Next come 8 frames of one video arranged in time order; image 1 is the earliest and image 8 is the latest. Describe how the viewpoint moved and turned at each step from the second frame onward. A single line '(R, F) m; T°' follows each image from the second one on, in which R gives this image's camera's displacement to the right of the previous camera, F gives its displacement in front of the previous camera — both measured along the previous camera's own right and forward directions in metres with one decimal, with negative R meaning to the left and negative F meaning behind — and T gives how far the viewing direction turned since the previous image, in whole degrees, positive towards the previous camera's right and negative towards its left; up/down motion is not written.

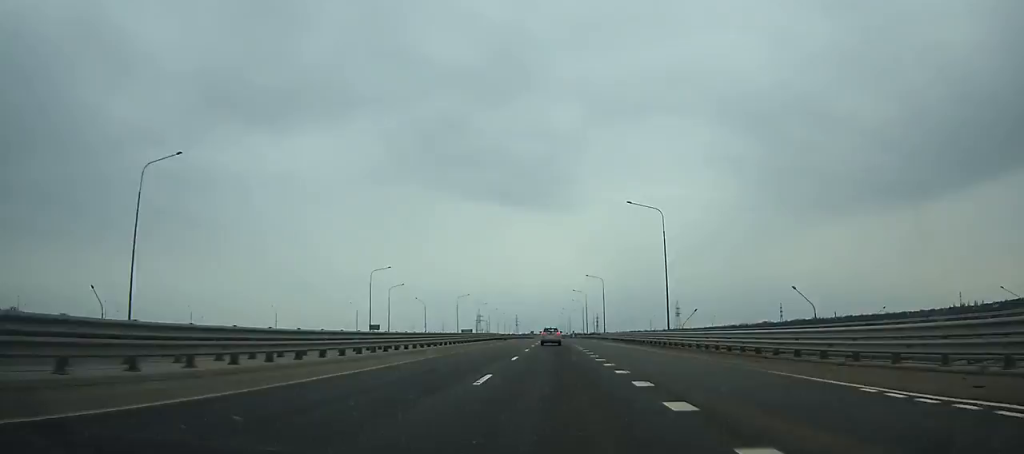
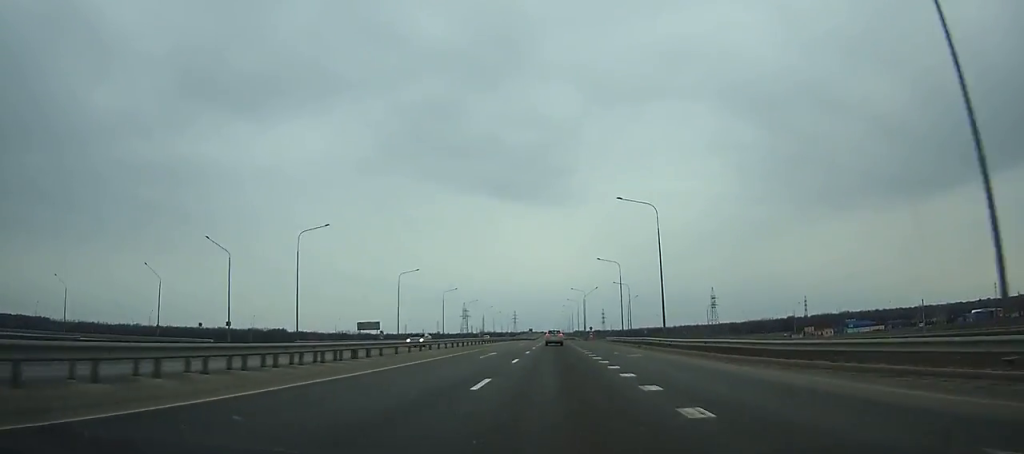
(-0.4, +99.0) m; 0°
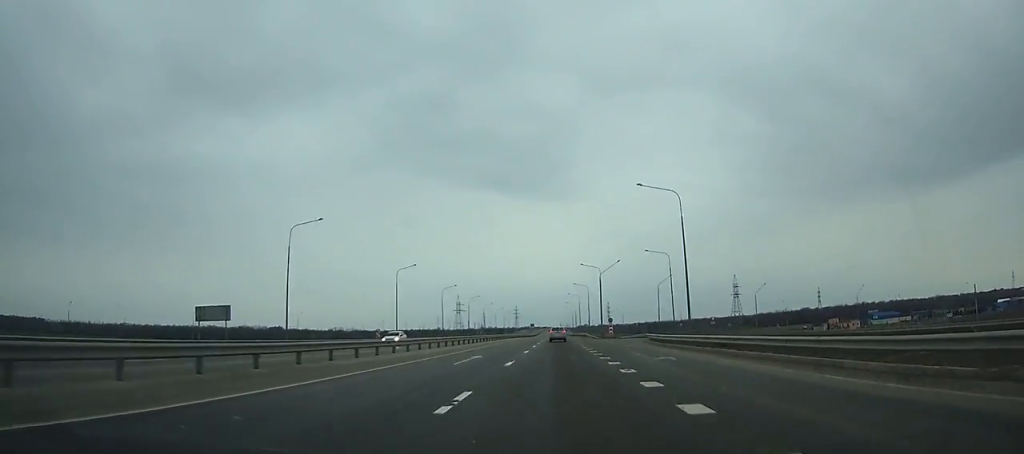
(-0.1, +40.0) m; 0°
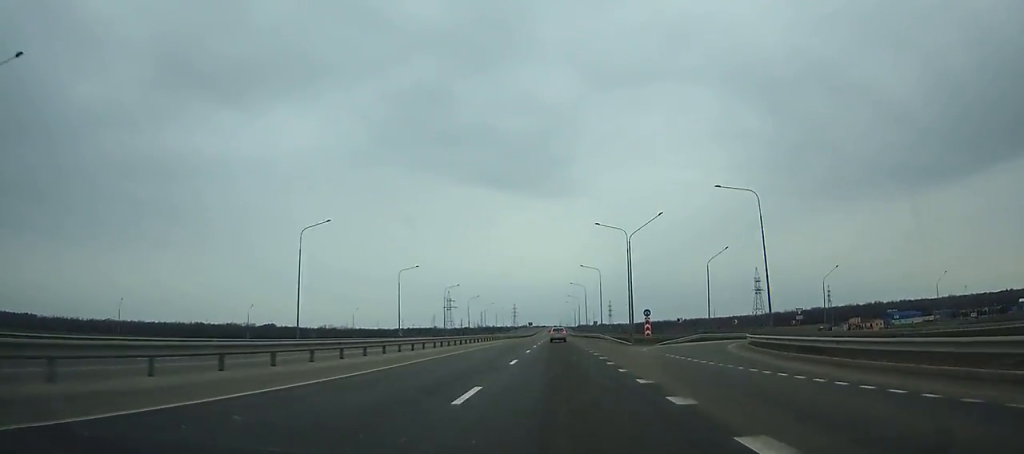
(+0.1, +35.4) m; 0°
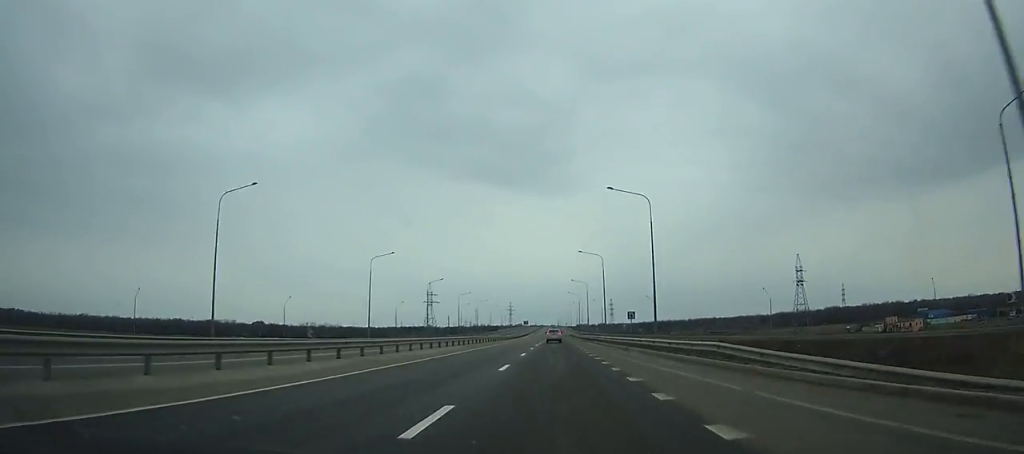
(+0.1, +50.7) m; 0°
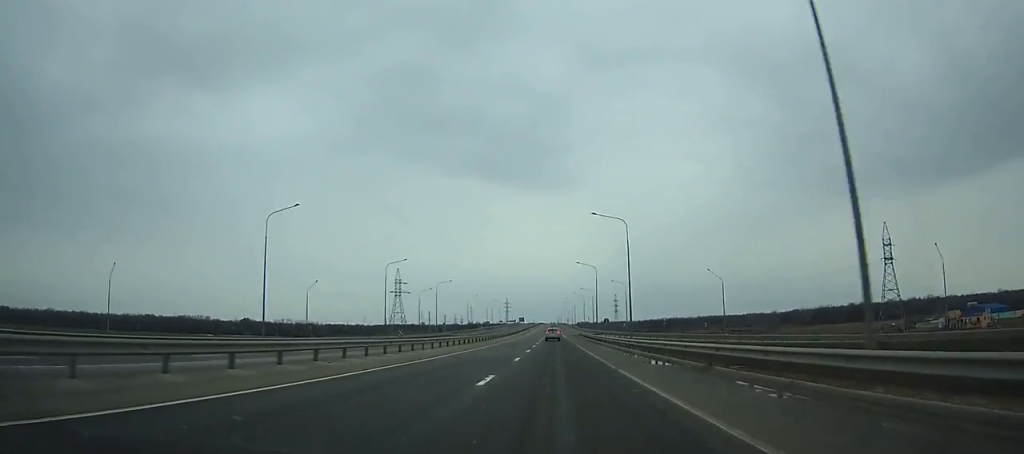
(+0.2, +66.6) m; 0°
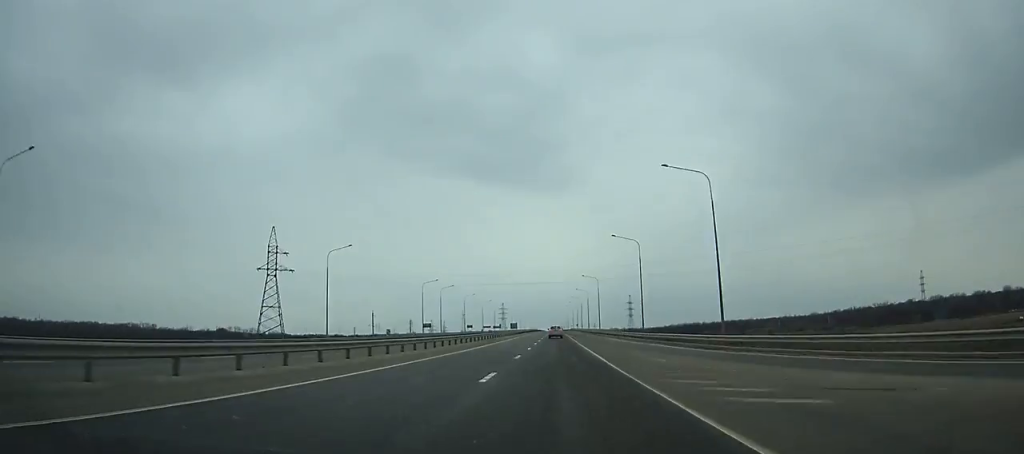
(-0.4, +118.5) m; 0°
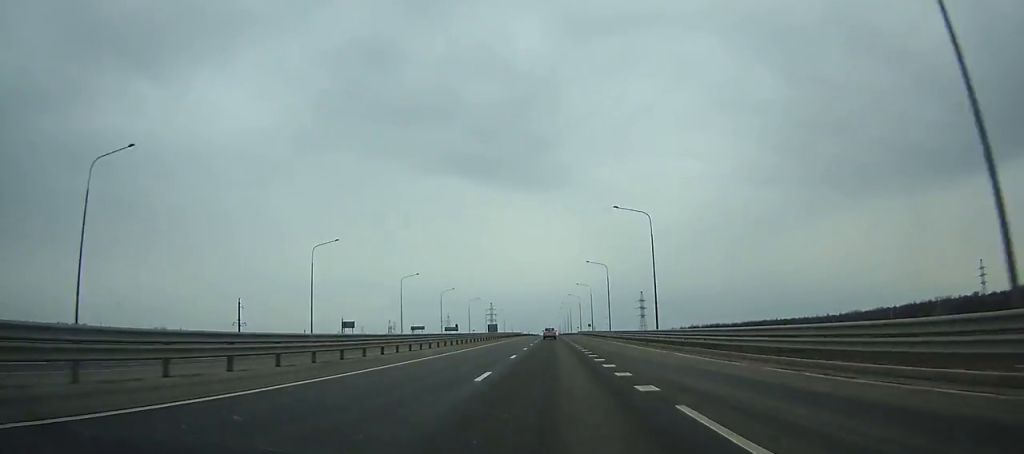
(-0.2, +108.5) m; 0°
